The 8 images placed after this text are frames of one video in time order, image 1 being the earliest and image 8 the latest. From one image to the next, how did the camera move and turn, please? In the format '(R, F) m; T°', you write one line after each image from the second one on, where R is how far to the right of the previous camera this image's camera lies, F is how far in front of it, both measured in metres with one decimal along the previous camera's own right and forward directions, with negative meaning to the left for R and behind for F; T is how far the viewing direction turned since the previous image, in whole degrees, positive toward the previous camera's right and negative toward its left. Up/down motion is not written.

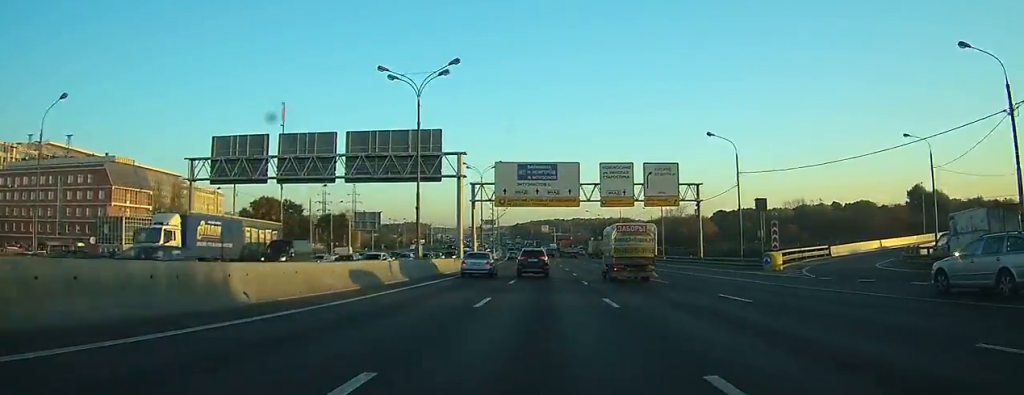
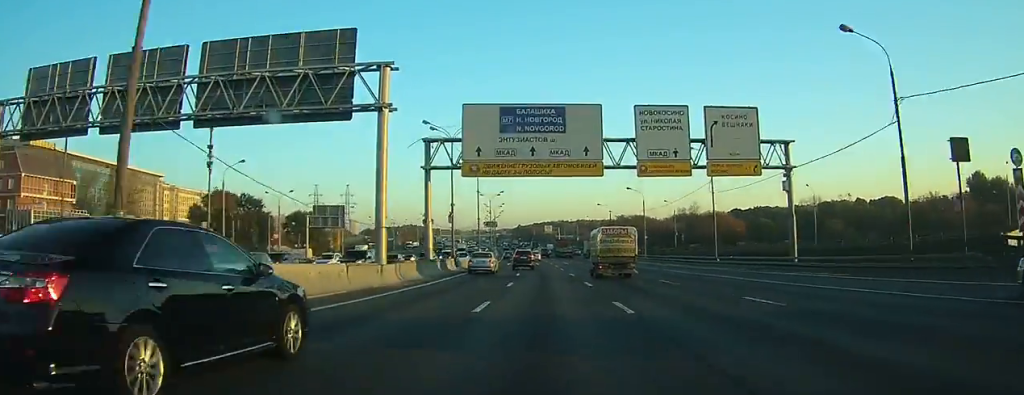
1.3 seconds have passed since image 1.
(-0.1, +24.5) m; -1°
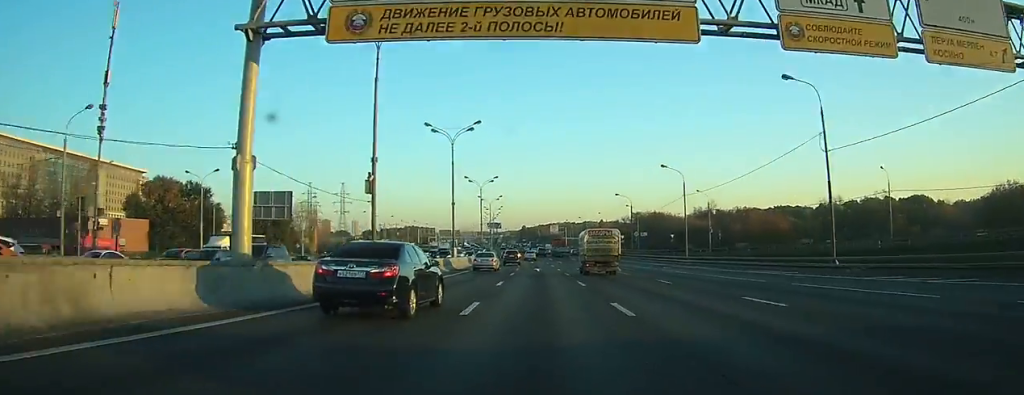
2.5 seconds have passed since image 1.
(0.0, +24.2) m; -1°
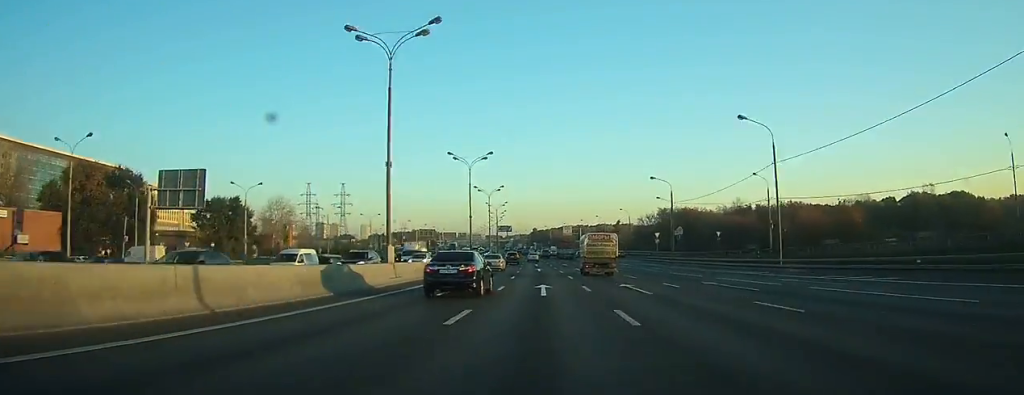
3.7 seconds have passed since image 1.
(-0.3, +25.1) m; -1°
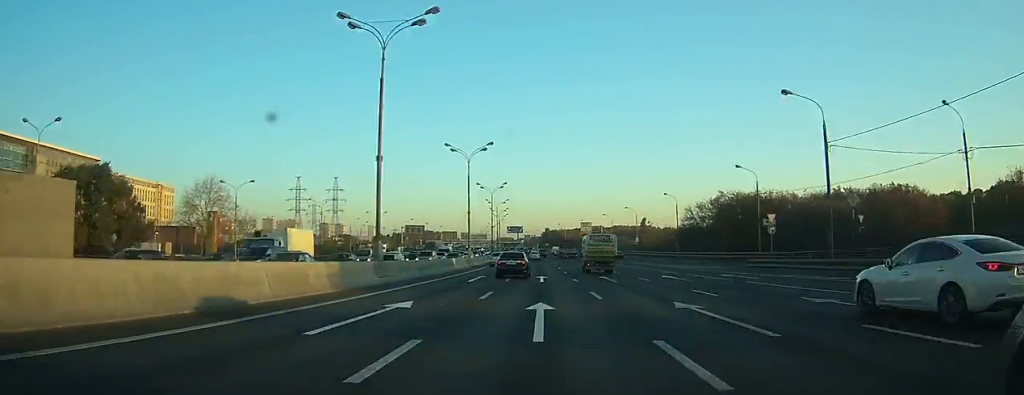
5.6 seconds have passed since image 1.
(-0.4, +39.6) m; -1°
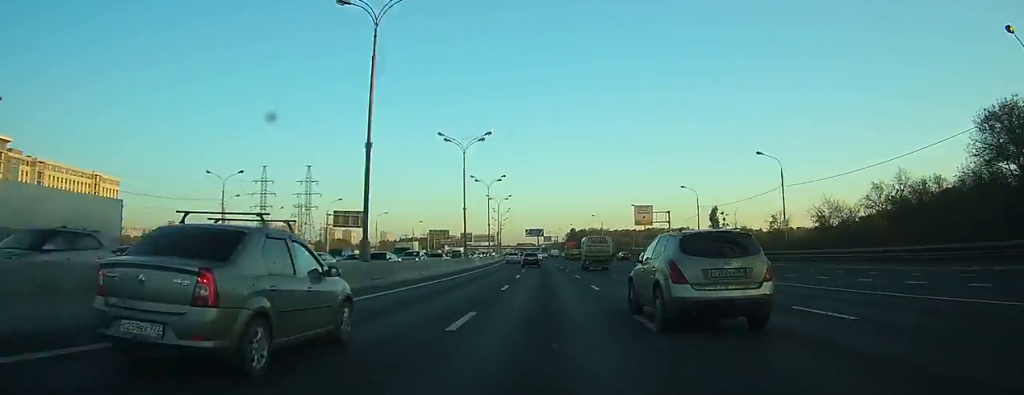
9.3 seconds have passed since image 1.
(-1.5, +74.6) m; -2°
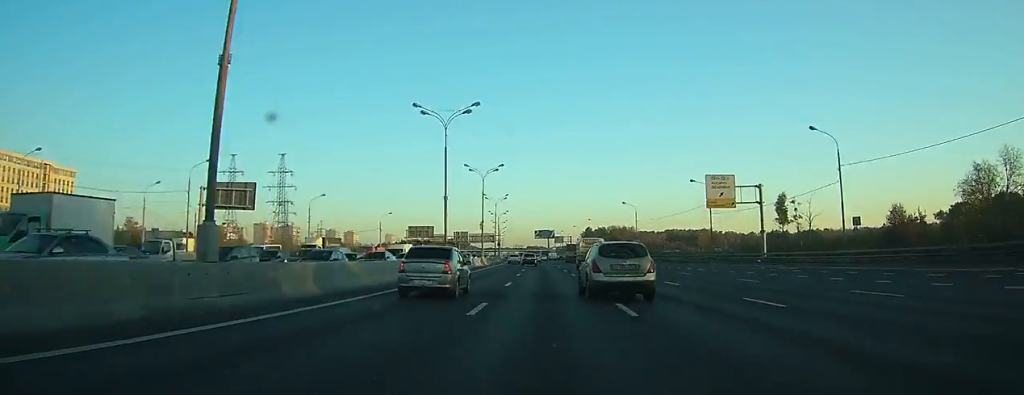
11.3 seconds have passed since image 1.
(-0.5, +45.0) m; -1°
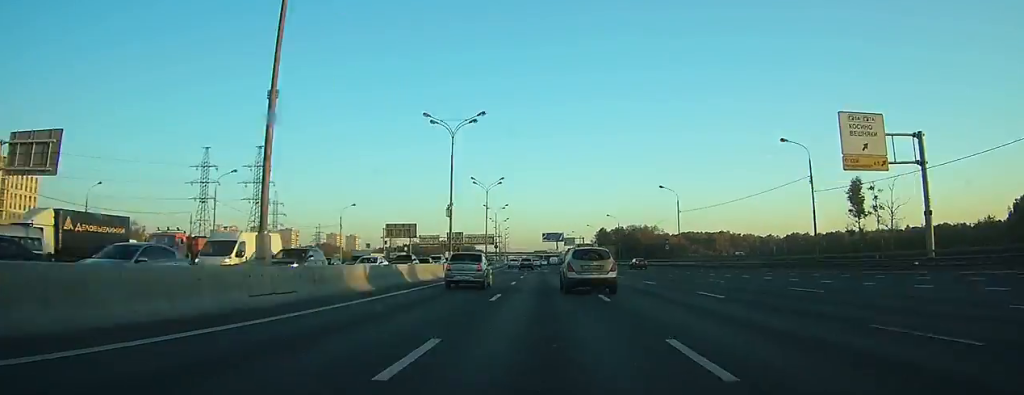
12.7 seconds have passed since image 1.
(-0.1, +31.9) m; -1°
